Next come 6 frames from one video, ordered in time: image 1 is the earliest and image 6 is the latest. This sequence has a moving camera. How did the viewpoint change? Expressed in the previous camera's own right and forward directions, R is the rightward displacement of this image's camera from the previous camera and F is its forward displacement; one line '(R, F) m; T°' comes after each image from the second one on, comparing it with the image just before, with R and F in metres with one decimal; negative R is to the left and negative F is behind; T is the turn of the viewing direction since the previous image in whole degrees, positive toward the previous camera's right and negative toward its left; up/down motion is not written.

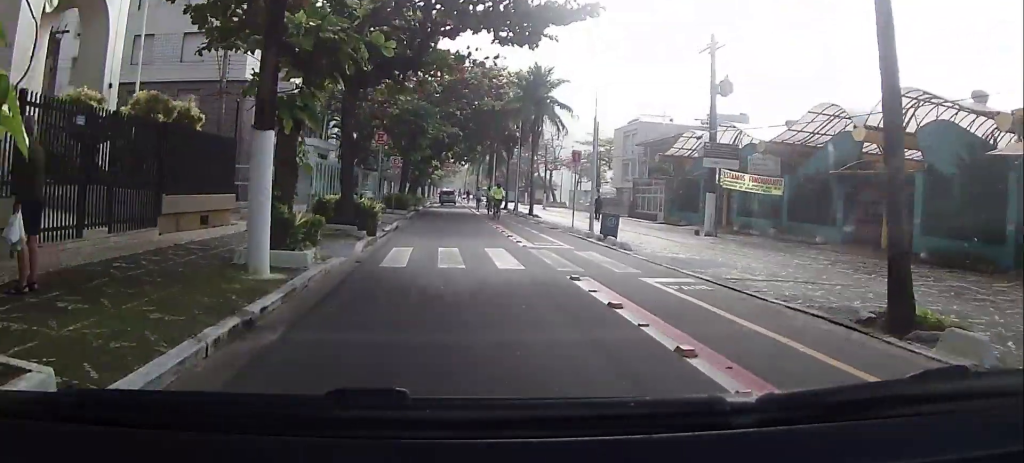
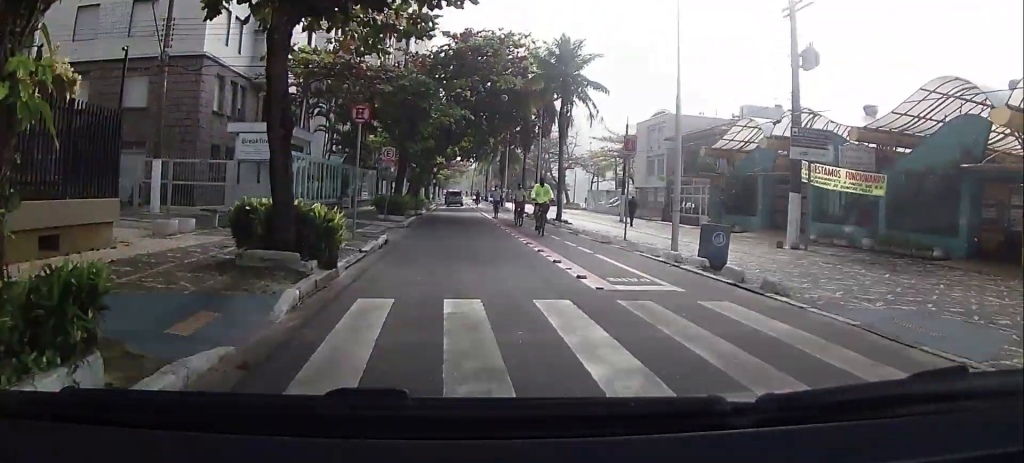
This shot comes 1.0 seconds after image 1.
(0.0, +7.6) m; 0°
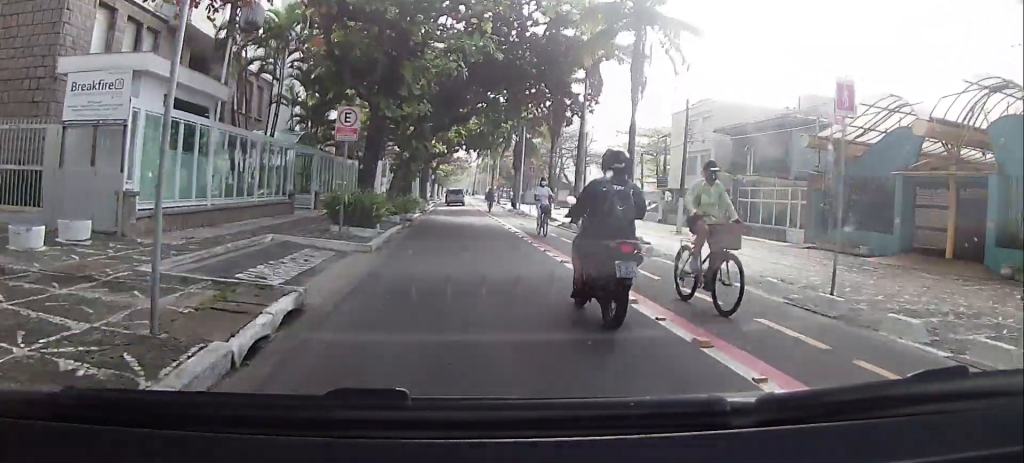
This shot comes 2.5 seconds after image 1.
(-0.2, +12.3) m; -4°
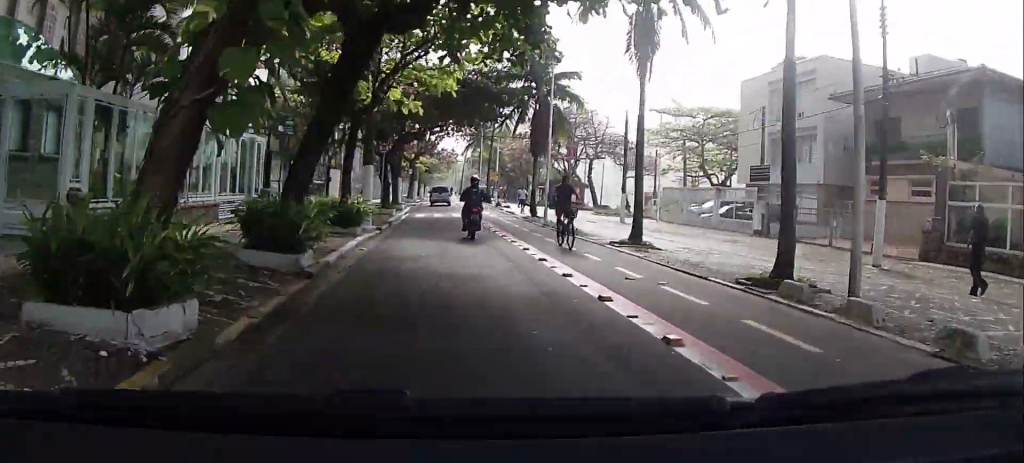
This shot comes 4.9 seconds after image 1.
(-0.1, +19.1) m; 0°
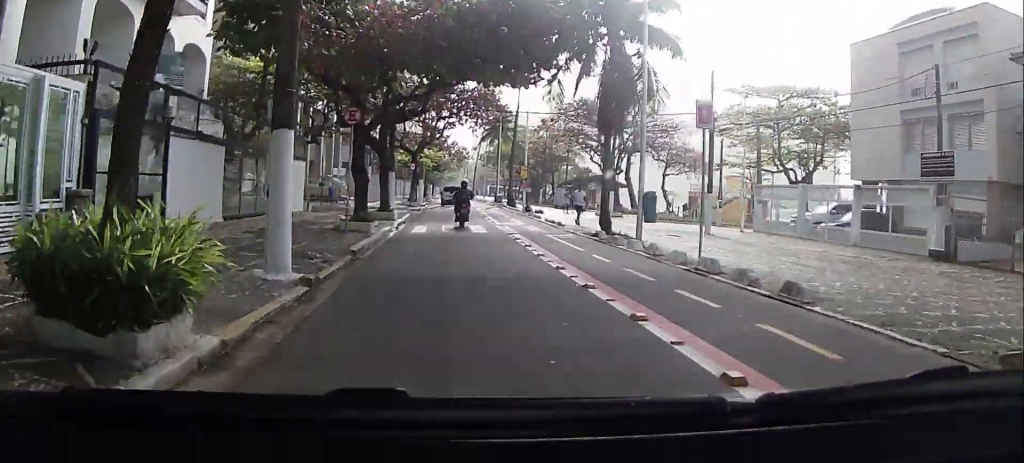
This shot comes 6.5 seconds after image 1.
(+0.1, +13.2) m; +1°
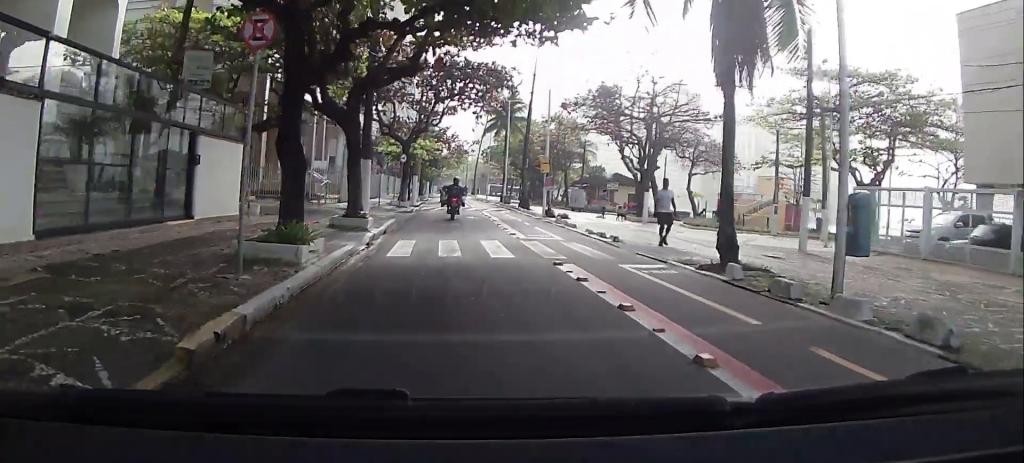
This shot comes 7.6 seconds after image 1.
(+0.1, +9.1) m; +3°
